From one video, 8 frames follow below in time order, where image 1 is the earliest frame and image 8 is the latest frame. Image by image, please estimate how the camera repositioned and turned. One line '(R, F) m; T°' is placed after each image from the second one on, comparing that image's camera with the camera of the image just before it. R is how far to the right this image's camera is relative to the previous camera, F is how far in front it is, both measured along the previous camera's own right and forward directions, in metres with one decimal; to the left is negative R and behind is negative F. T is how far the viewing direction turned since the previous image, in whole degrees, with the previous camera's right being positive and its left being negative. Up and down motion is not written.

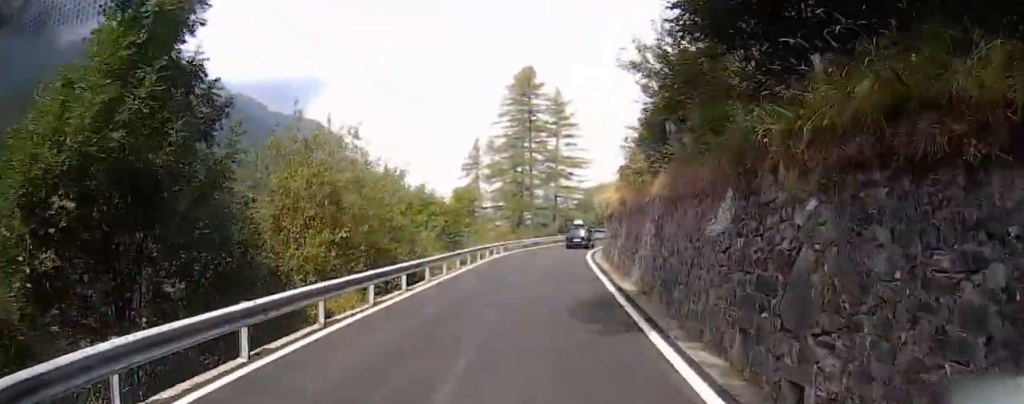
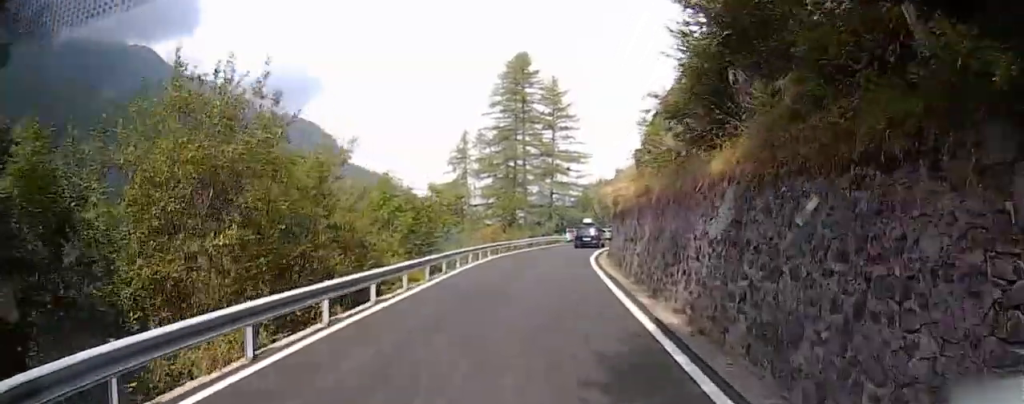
(+0.1, +5.5) m; +1°
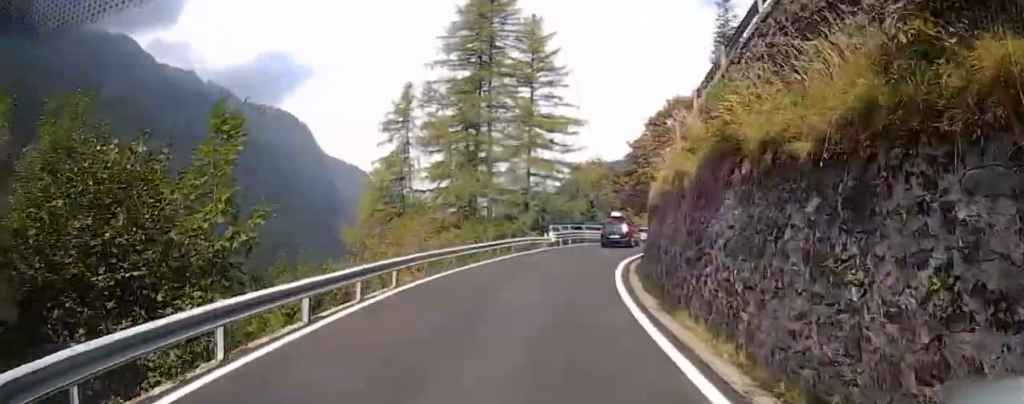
(+0.3, +17.3) m; +1°
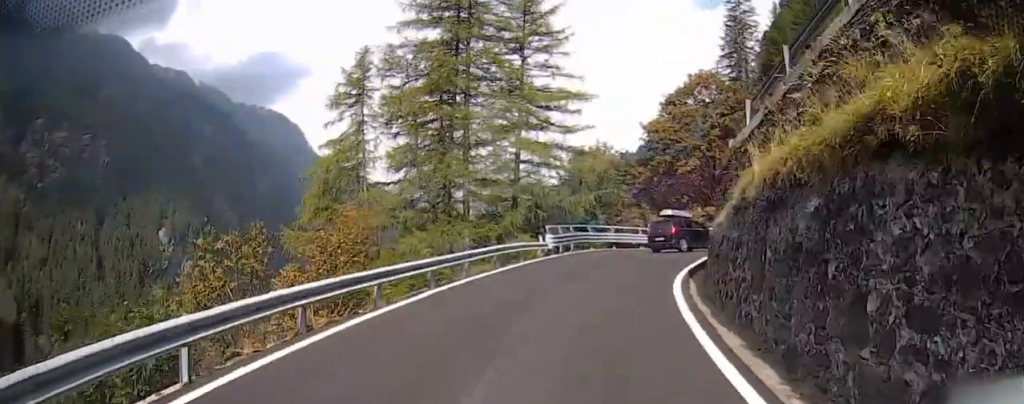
(+0.1, +10.6) m; +1°
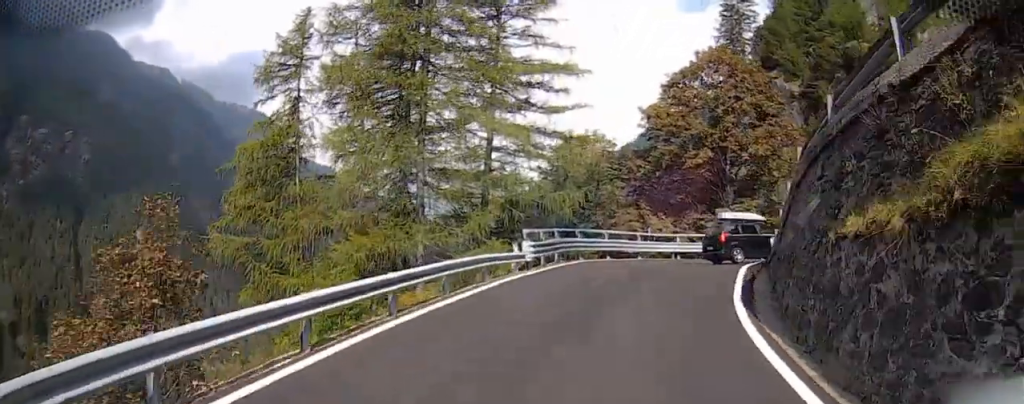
(0.0, +7.6) m; +1°
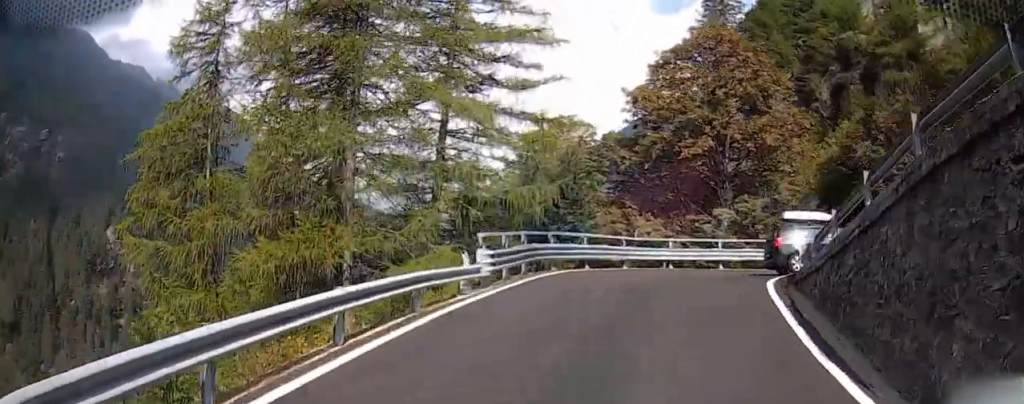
(0.0, +6.5) m; +4°
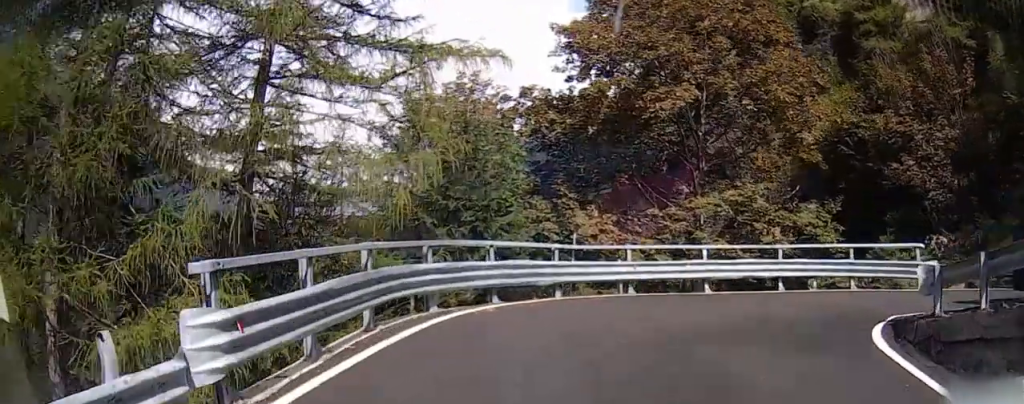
(+1.5, +13.0) m; +11°
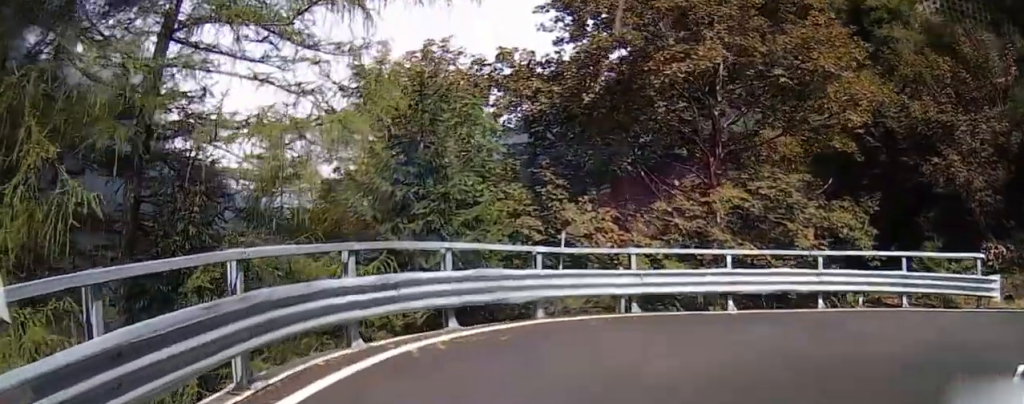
(0.0, +5.8) m; +2°
